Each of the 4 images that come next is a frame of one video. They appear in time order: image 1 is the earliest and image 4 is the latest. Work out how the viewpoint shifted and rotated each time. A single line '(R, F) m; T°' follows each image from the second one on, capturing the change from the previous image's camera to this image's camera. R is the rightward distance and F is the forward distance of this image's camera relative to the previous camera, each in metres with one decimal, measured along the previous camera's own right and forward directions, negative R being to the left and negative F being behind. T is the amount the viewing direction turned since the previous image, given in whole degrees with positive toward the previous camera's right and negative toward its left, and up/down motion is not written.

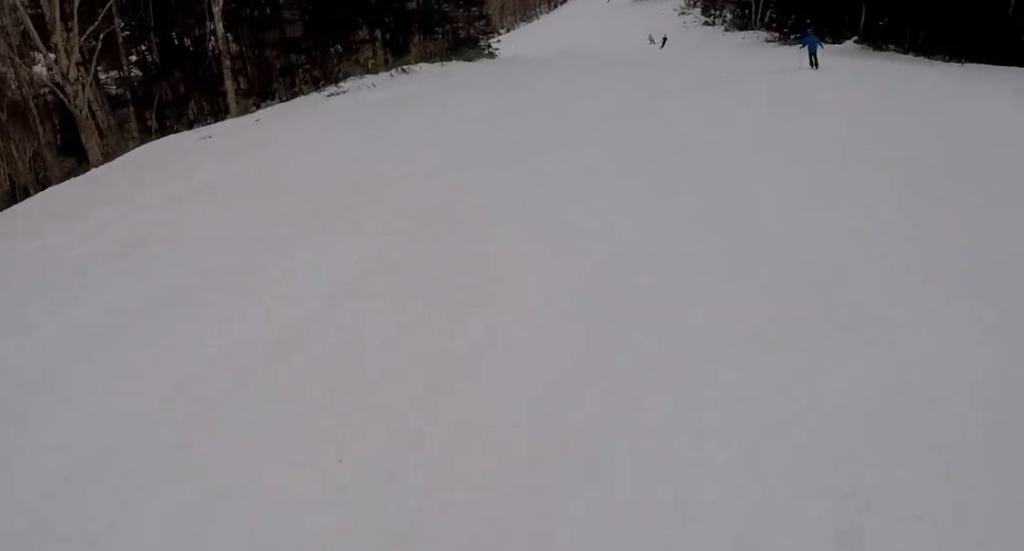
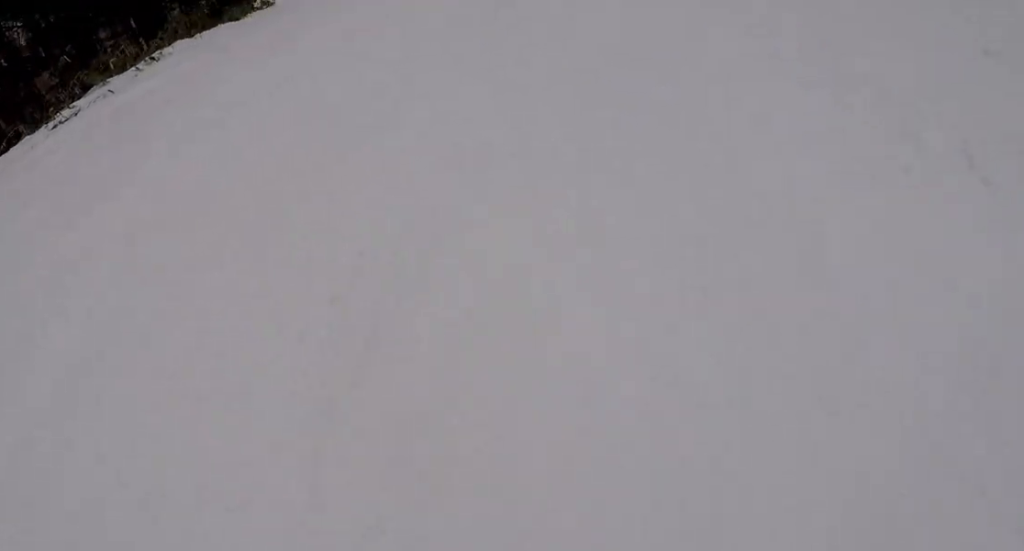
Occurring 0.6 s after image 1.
(+0.6, +3.3) m; +9°
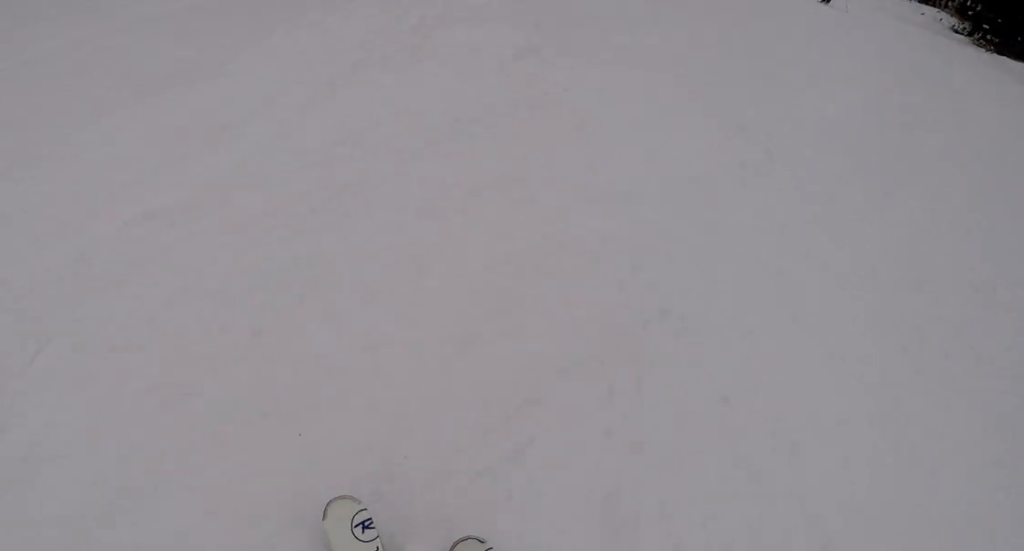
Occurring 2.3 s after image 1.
(-1.4, +8.8) m; -21°
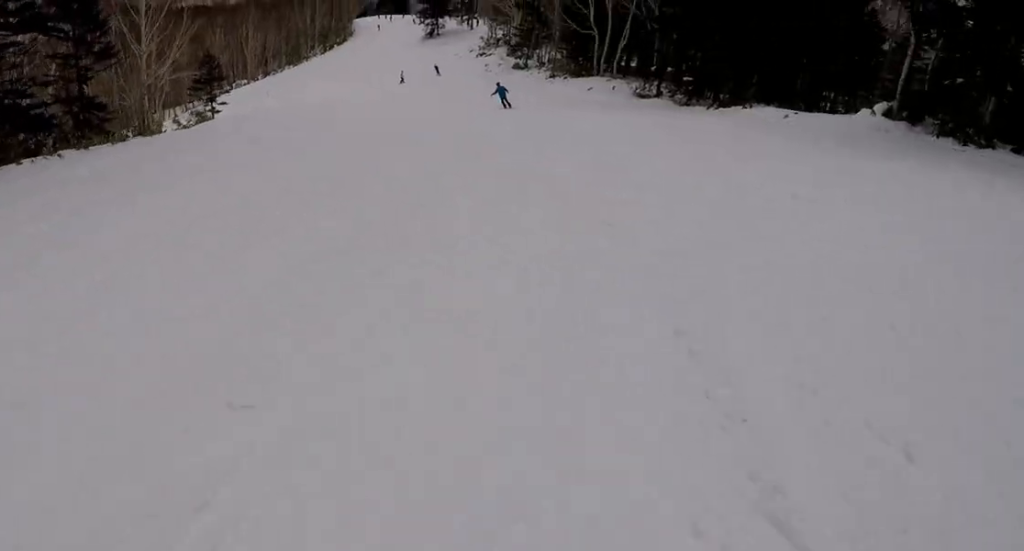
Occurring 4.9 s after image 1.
(+1.7, +13.8) m; +20°
